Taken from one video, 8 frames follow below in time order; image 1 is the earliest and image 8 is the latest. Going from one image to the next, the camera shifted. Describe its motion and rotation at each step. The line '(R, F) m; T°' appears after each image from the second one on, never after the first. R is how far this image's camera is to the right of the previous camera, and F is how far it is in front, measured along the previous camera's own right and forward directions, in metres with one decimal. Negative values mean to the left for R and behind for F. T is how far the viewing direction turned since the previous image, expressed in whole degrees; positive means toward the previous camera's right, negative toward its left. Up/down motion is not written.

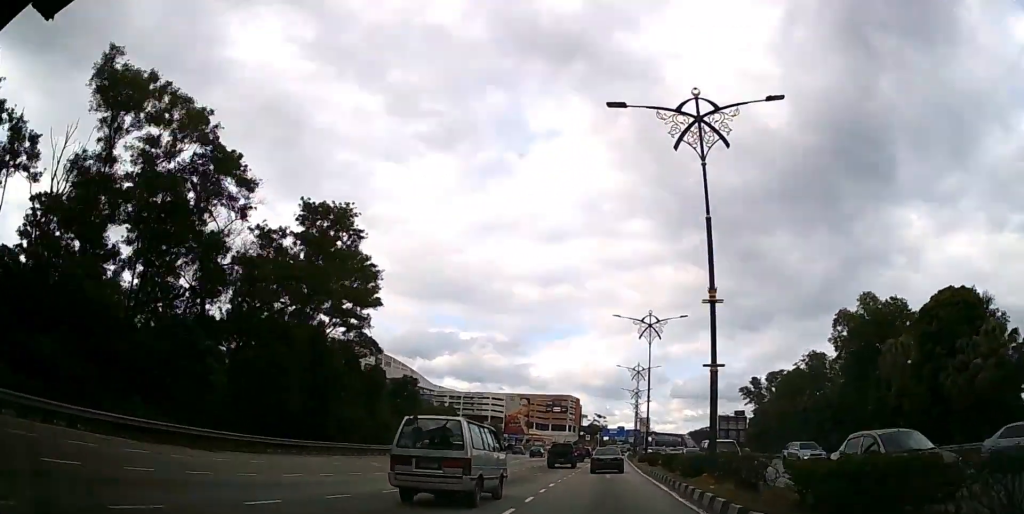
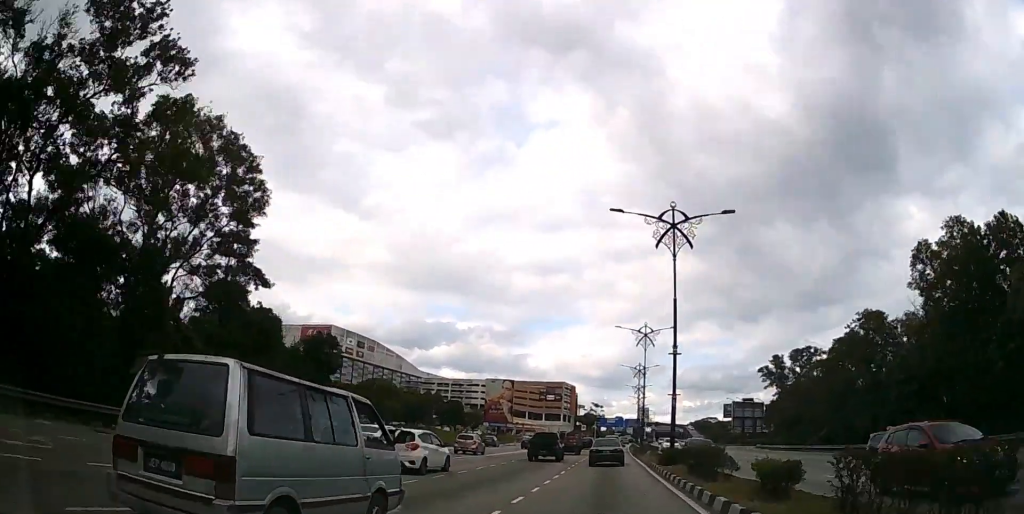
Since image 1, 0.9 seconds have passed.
(+0.1, +19.9) m; +1°
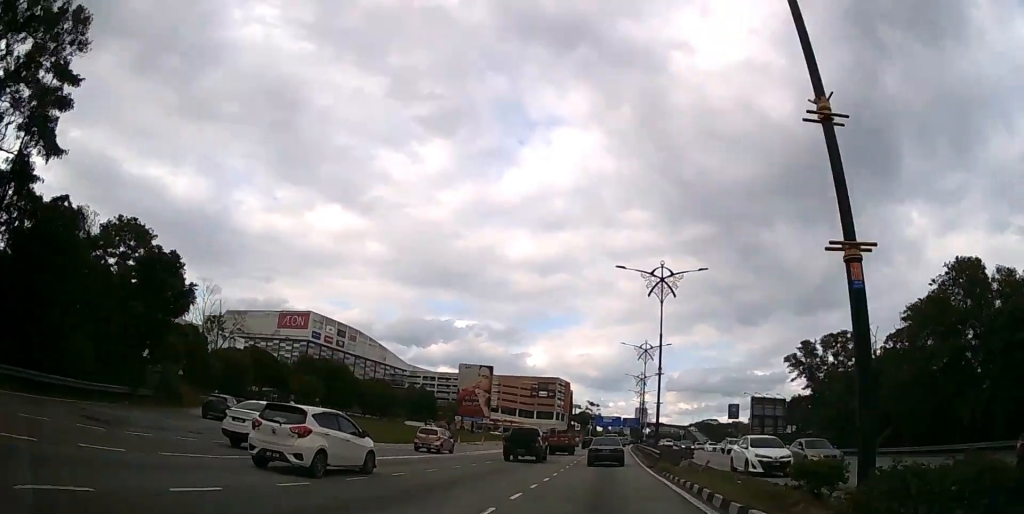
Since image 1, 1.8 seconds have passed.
(0.0, +19.7) m; 0°
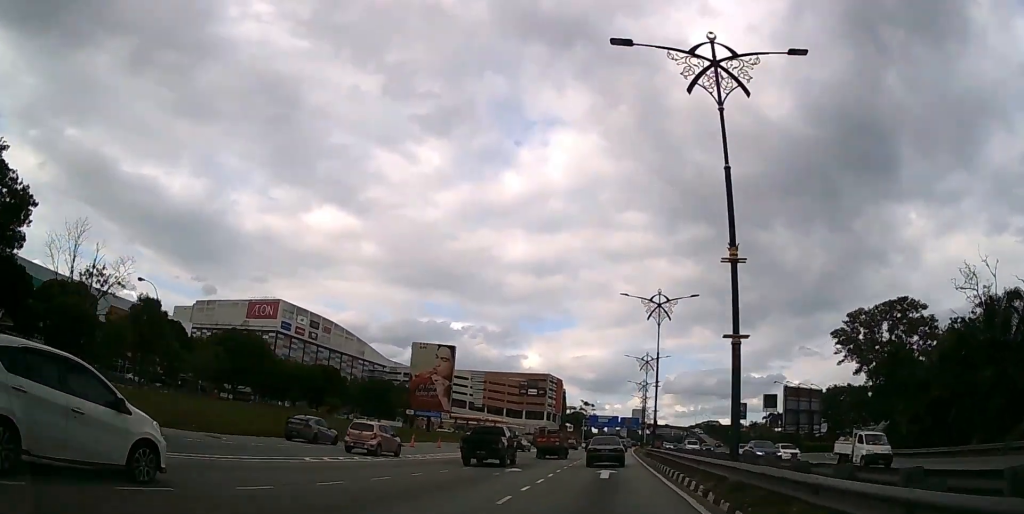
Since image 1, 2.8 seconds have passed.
(0.0, +23.5) m; 0°
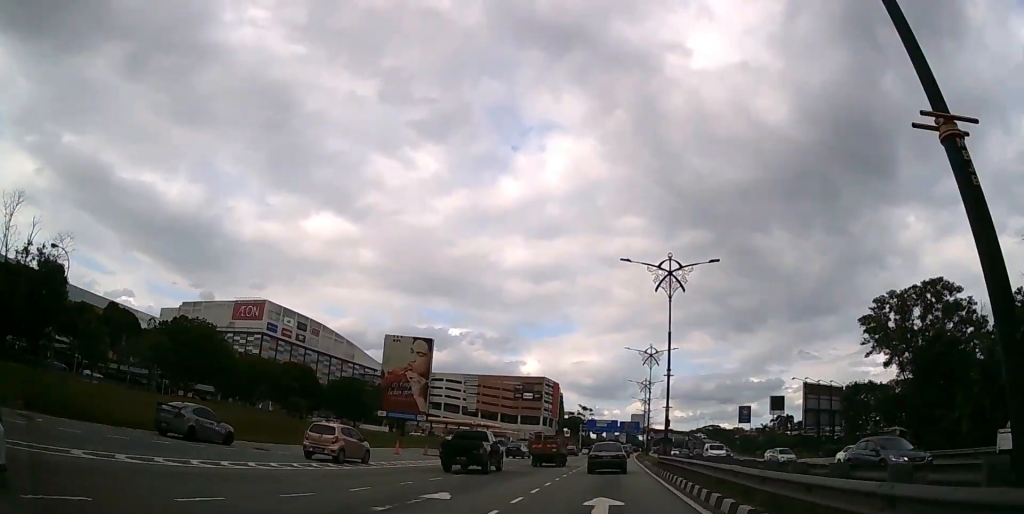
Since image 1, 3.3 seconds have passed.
(0.0, +10.1) m; 0°
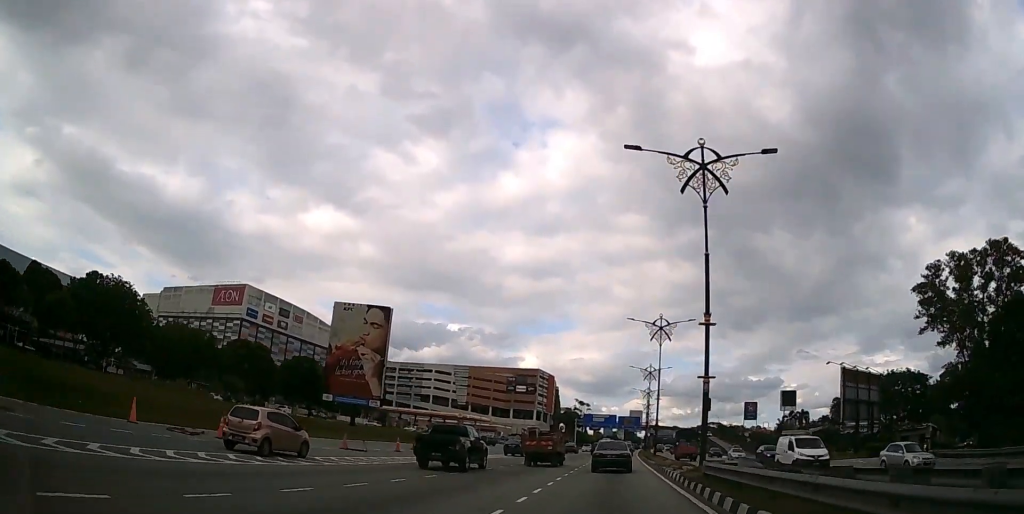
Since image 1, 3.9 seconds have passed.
(0.0, +13.6) m; 0°
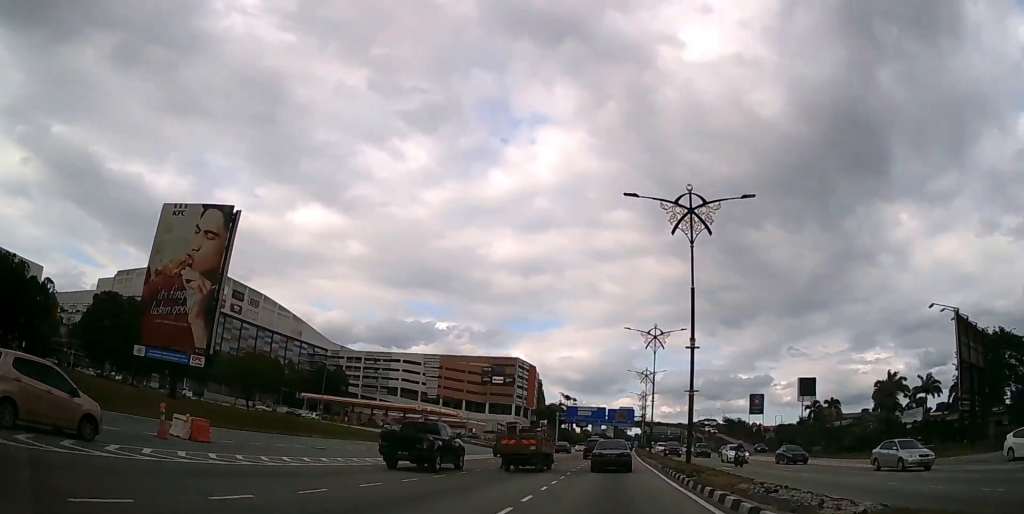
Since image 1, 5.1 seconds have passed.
(+0.2, +25.2) m; +1°
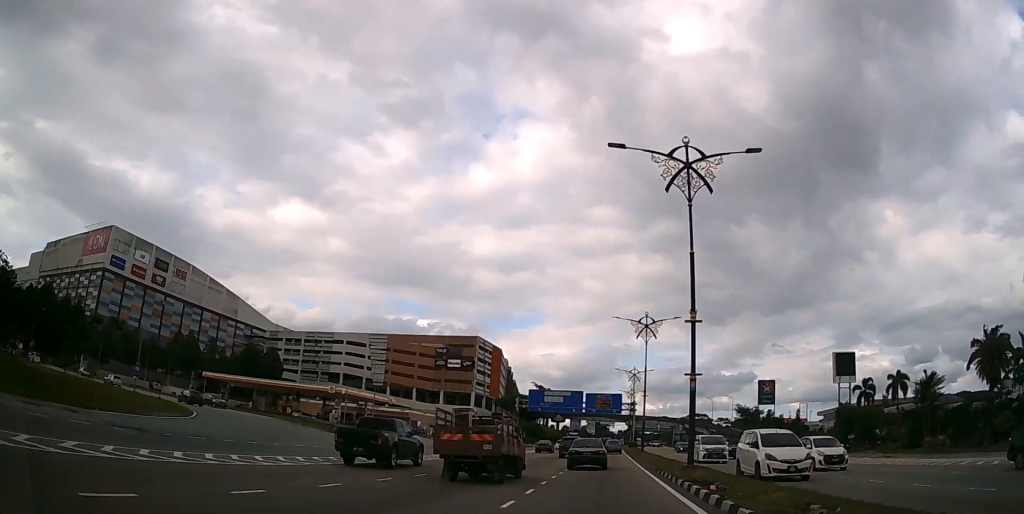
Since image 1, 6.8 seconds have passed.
(+0.5, +34.8) m; +2°
